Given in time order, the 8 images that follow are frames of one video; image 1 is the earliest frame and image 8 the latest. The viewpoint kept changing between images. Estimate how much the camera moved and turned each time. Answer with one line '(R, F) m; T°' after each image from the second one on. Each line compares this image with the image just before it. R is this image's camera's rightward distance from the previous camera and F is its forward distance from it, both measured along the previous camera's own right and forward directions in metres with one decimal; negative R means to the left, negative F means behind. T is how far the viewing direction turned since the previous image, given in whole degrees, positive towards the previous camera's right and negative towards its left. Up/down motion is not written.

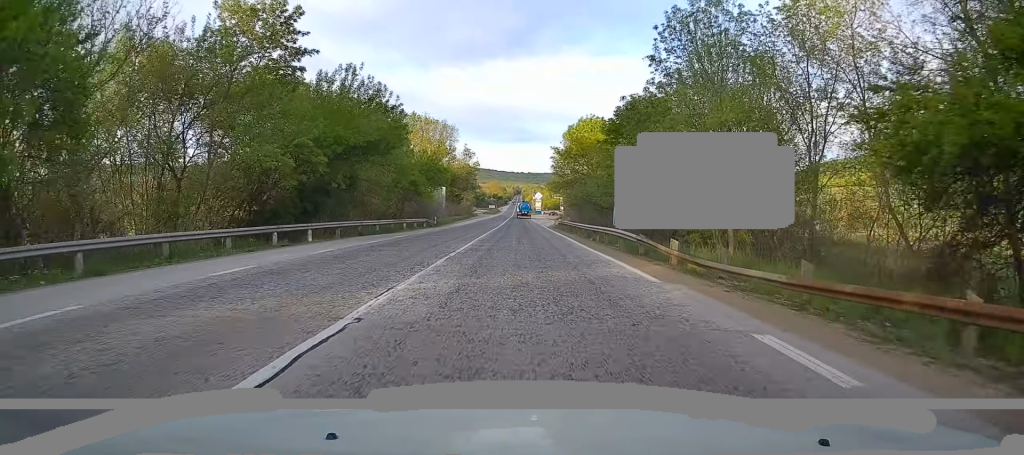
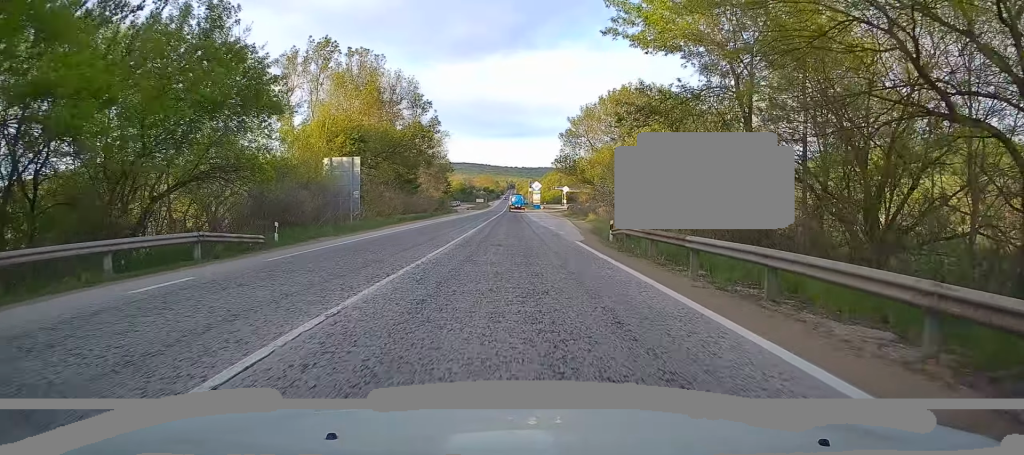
(-0.1, +38.5) m; +1°
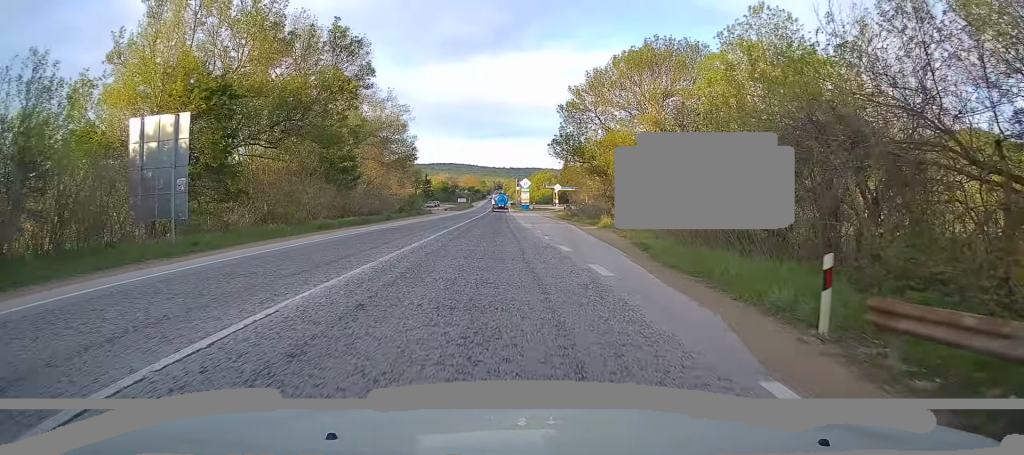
(+0.4, +18.9) m; +1°
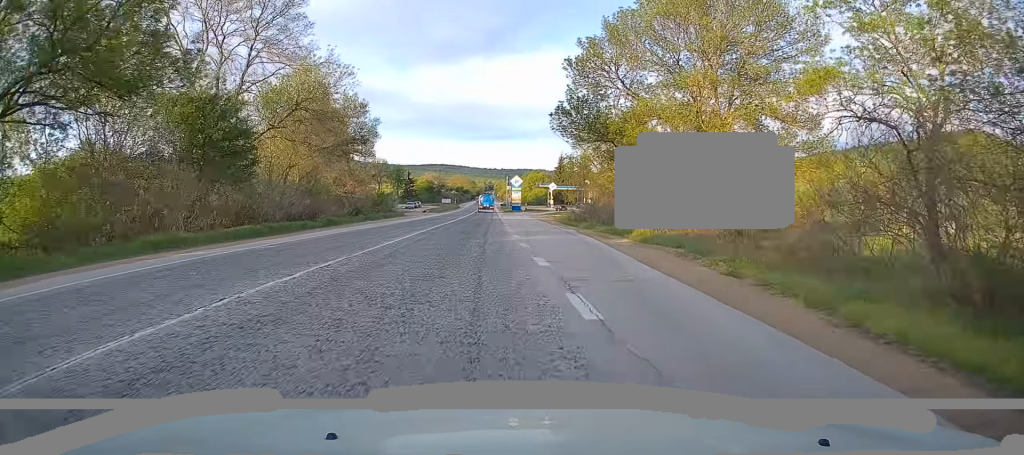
(0.0, +16.2) m; 0°
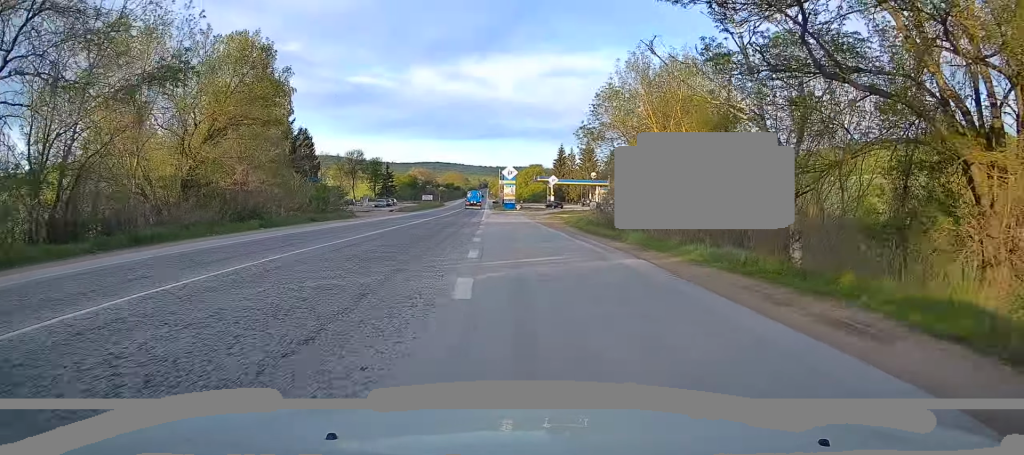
(0.0, +22.7) m; +1°
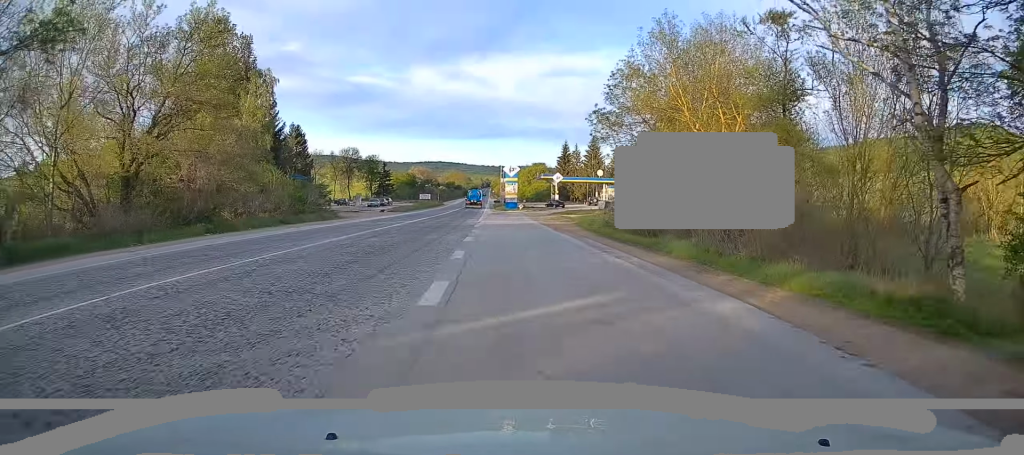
(+0.1, +6.5) m; 0°
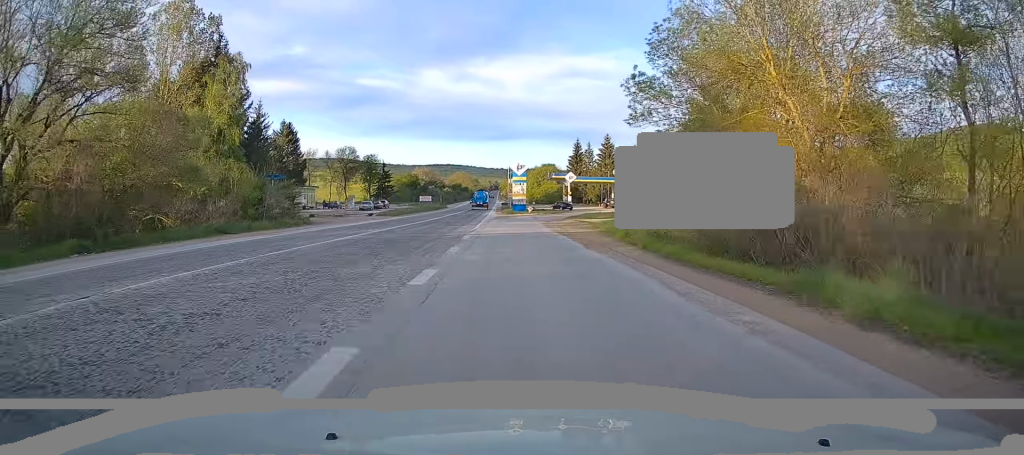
(+0.1, +10.2) m; 0°
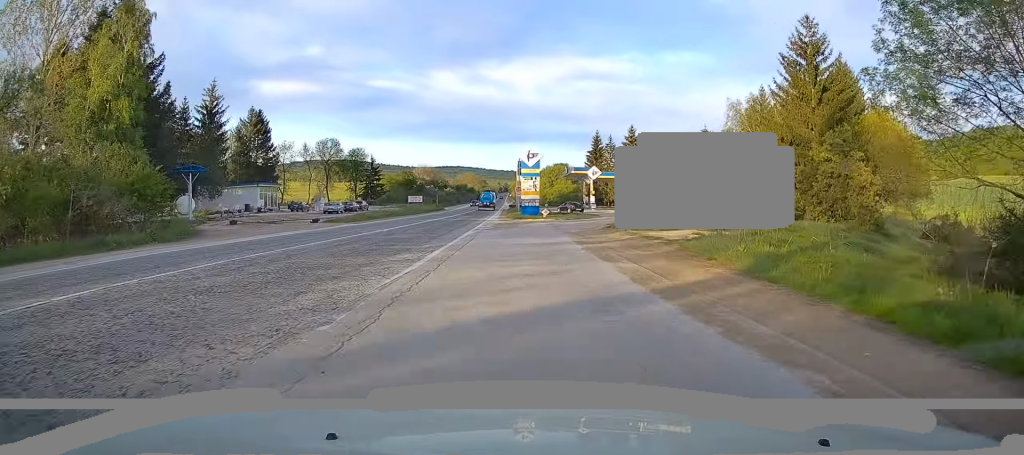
(-0.6, +20.0) m; -2°
